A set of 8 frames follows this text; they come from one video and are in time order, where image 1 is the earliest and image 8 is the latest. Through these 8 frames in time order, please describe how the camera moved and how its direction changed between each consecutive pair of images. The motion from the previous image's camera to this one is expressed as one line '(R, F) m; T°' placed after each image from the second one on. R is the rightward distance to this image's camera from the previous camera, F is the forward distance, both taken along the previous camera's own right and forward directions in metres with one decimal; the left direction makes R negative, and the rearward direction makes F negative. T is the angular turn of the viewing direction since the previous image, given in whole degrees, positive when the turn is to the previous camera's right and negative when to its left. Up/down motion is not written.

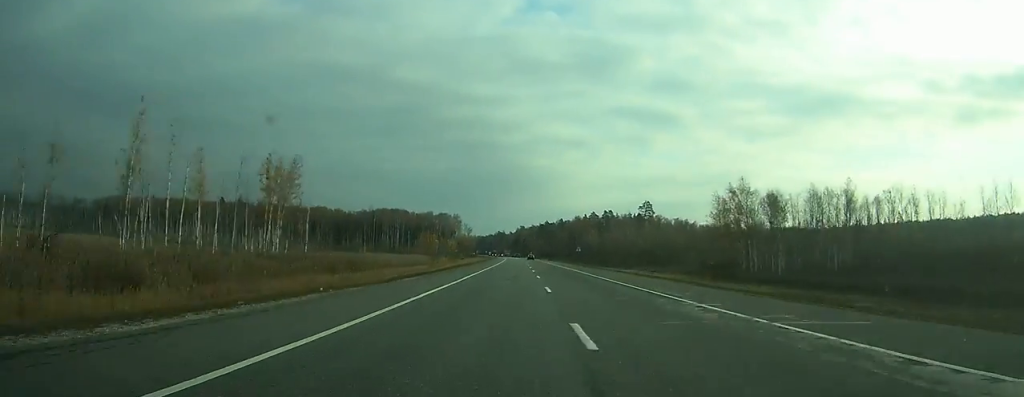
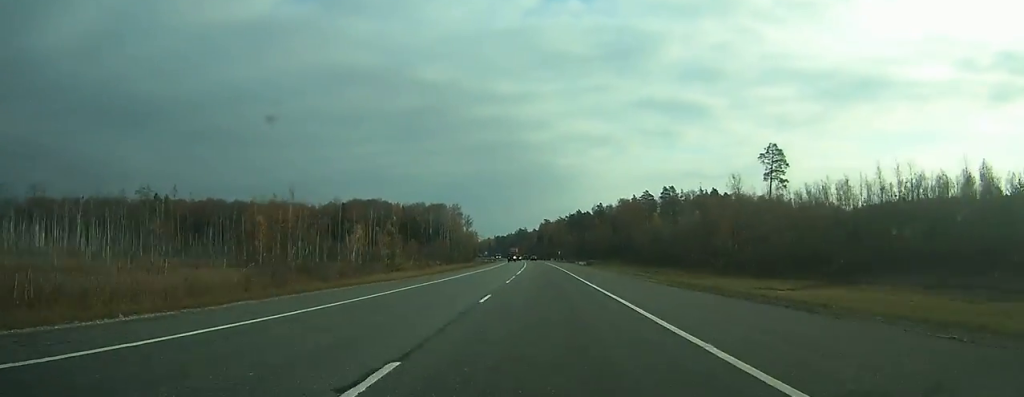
(-0.5, +118.0) m; -2°
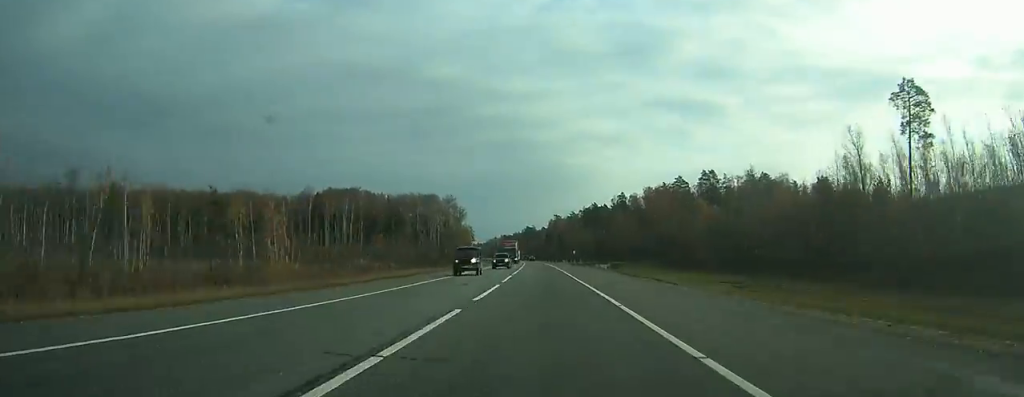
(-0.7, +51.6) m; -1°
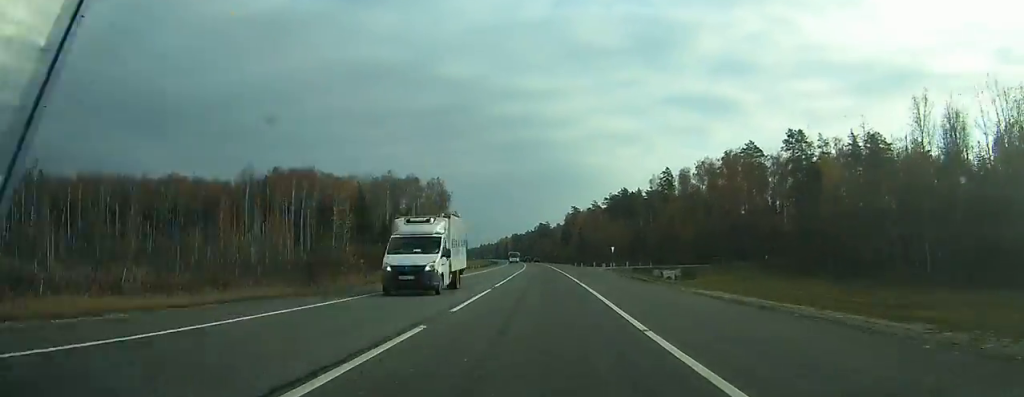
(-1.0, +66.8) m; -1°
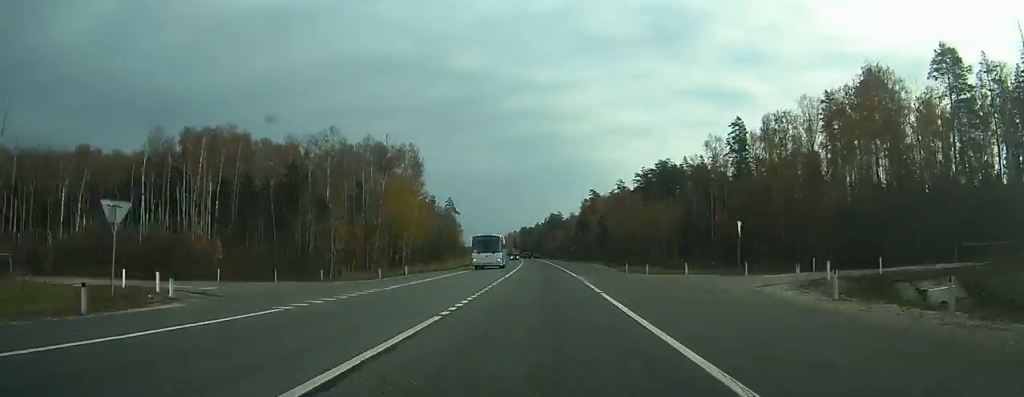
(-0.5, +53.3) m; -1°
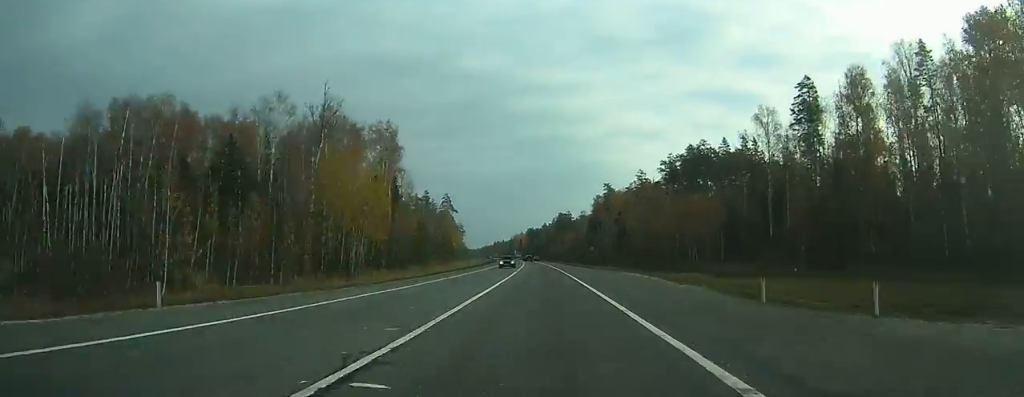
(-0.3, +27.0) m; -1°
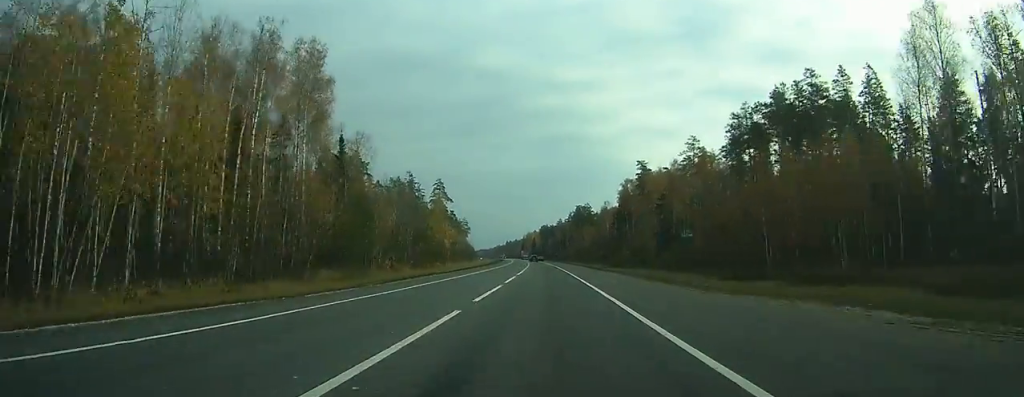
(-0.4, +45.1) m; -1°
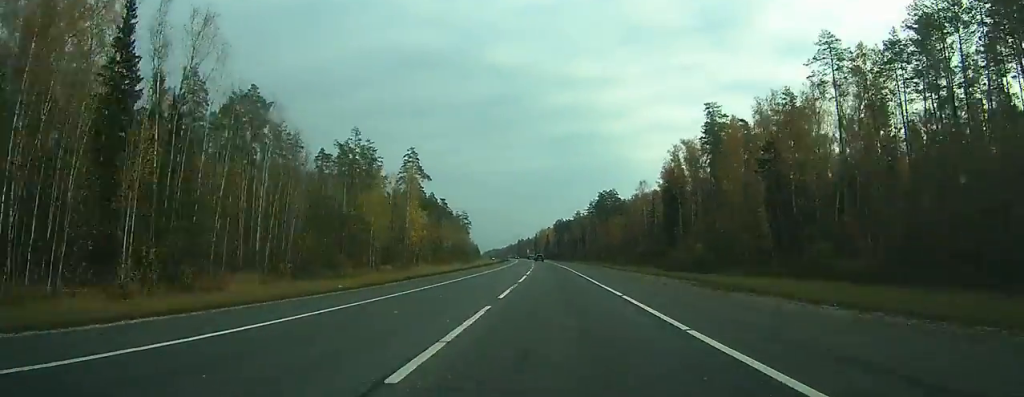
(-0.6, +57.4) m; -1°
